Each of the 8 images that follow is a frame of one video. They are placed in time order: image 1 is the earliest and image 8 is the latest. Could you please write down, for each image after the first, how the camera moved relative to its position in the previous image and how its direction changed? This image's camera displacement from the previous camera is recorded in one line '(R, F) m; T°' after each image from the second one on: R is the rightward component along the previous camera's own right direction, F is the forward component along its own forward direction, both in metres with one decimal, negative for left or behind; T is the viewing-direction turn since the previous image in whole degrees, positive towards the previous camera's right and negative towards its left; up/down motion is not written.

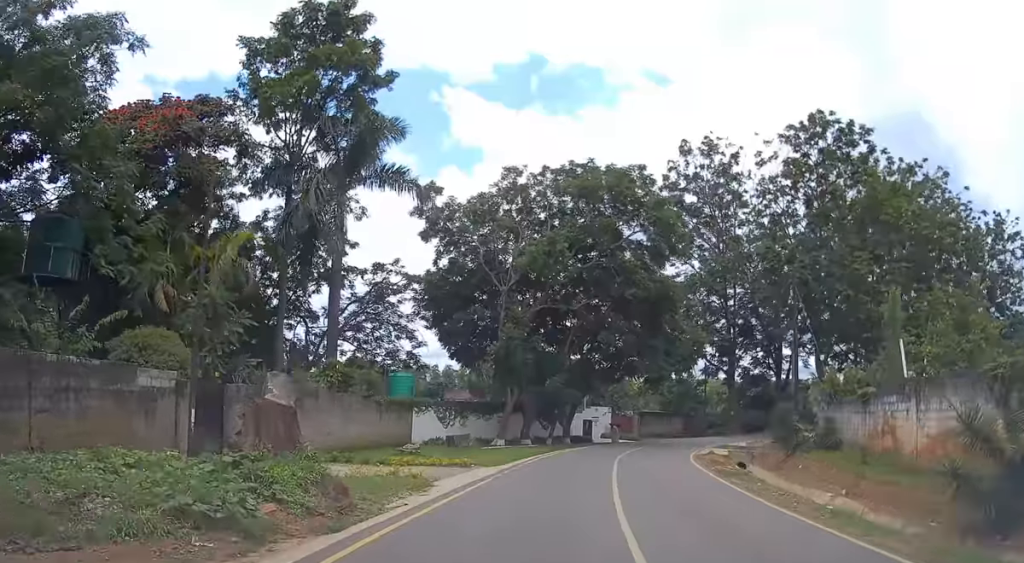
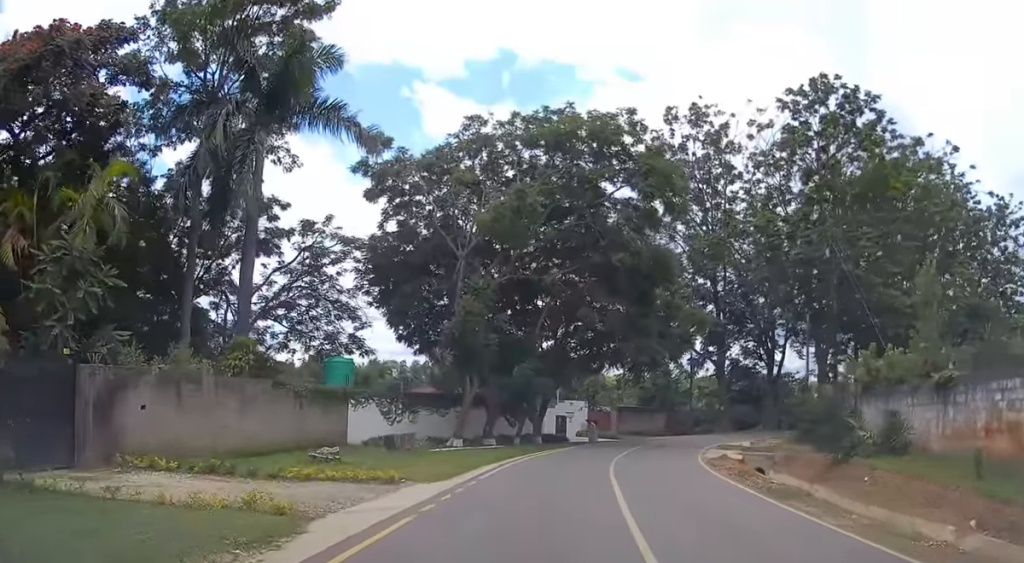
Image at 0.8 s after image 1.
(0.0, +7.4) m; +1°
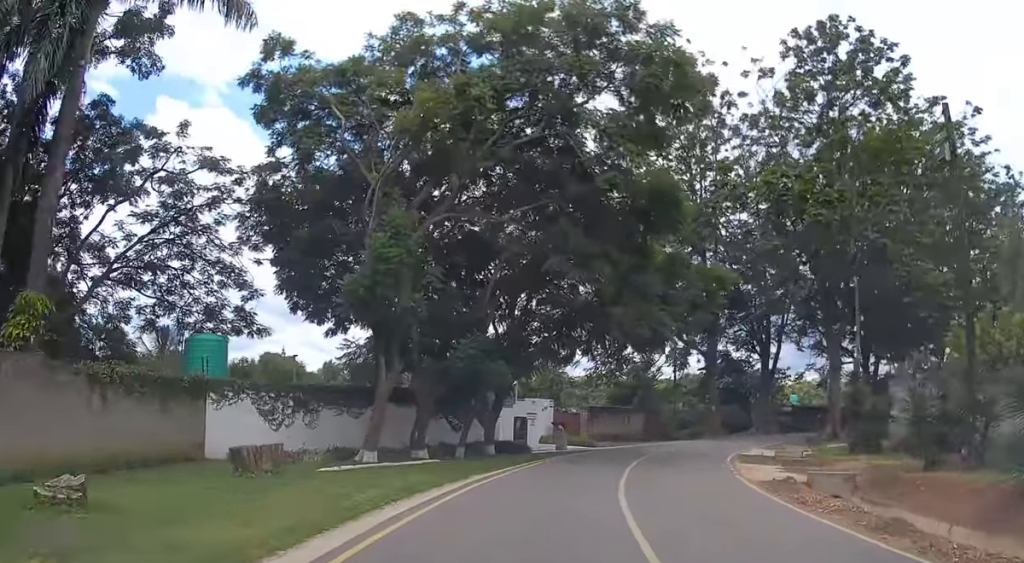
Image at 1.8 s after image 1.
(+0.2, +10.6) m; +4°
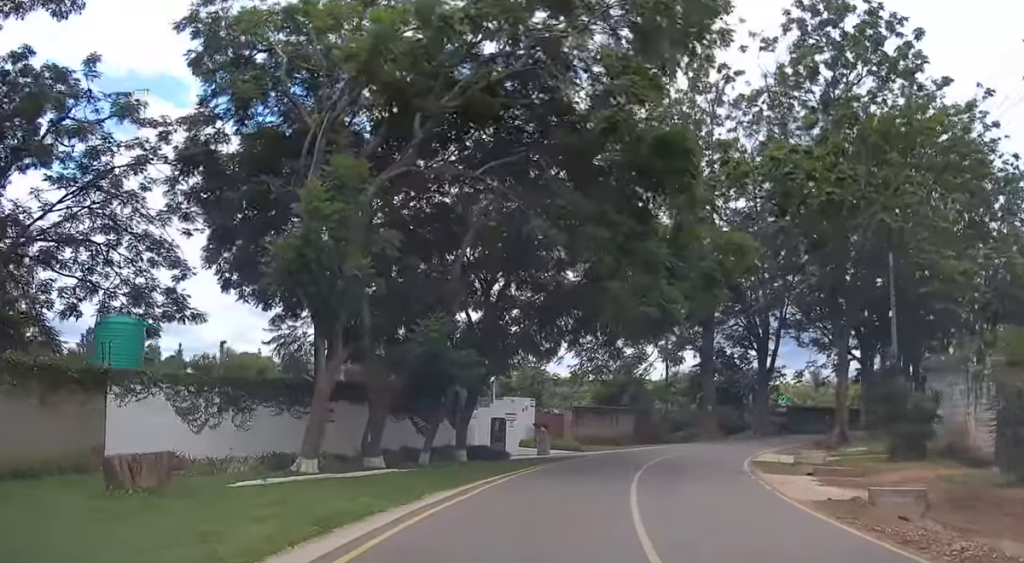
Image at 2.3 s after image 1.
(+0.1, +4.5) m; +2°
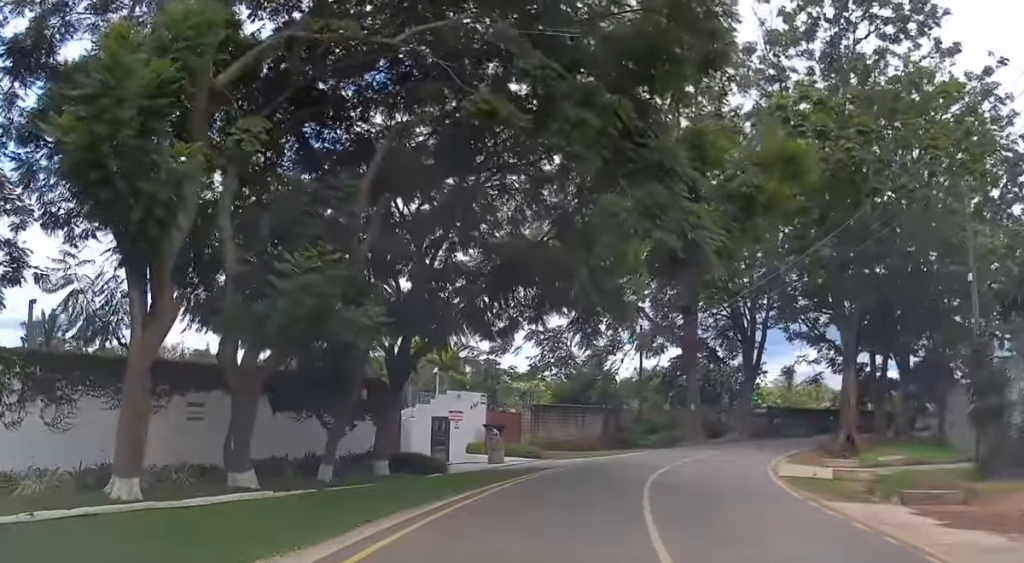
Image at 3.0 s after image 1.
(+0.2, +7.1) m; +4°
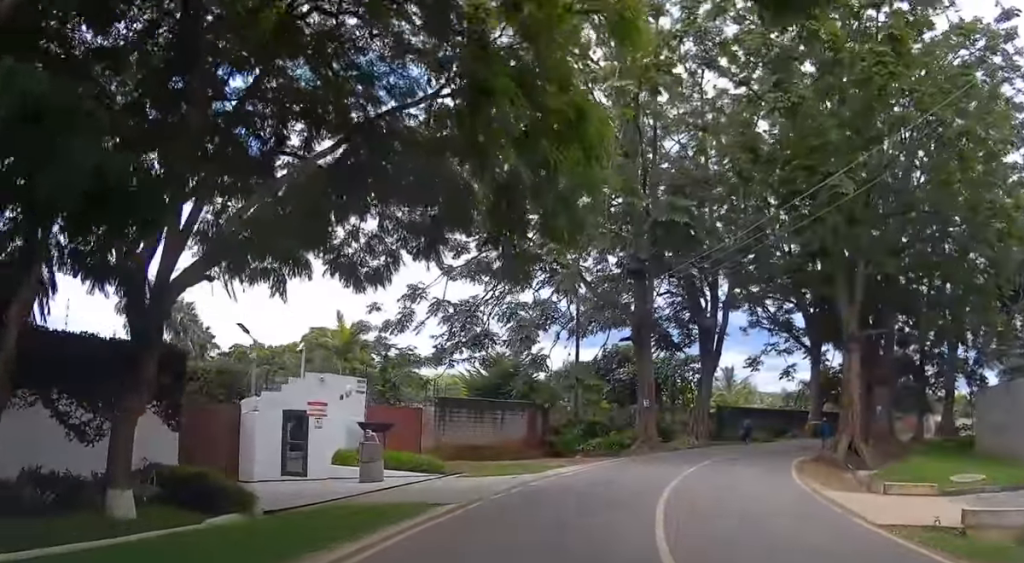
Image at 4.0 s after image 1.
(+0.5, +9.6) m; +7°
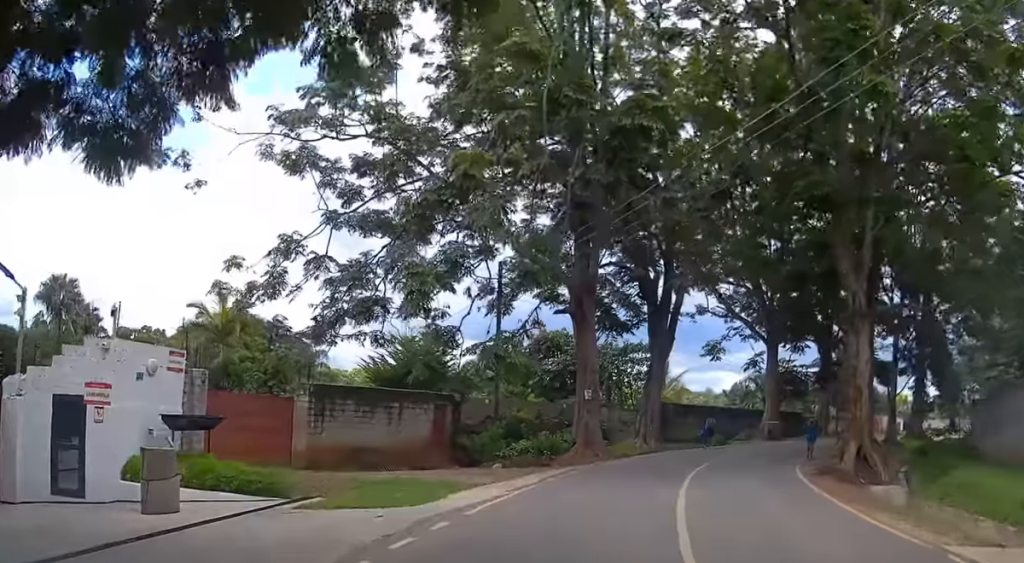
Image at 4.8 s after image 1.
(+0.4, +7.8) m; +6°
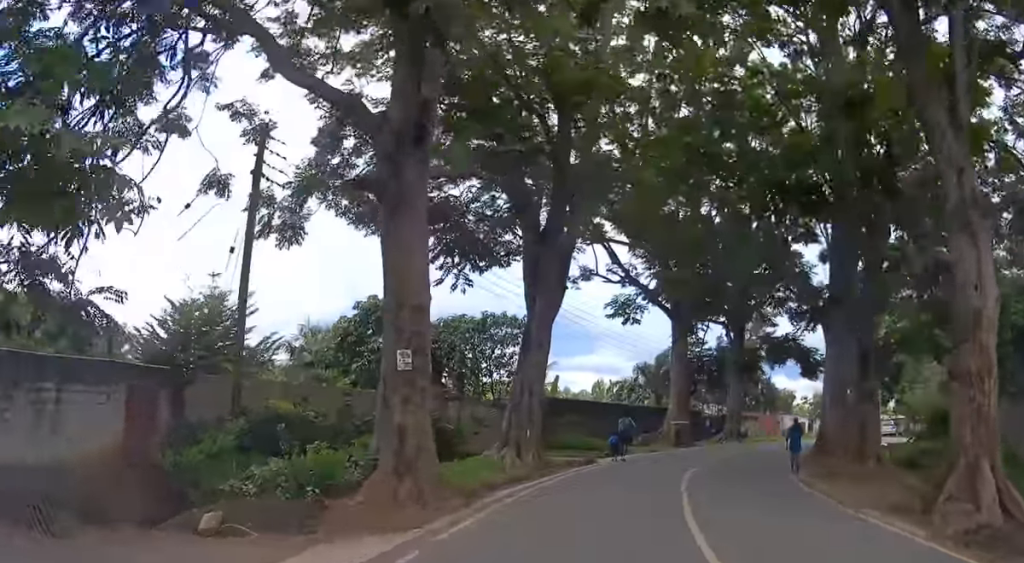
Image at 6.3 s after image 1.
(+1.4, +13.6) m; +11°
